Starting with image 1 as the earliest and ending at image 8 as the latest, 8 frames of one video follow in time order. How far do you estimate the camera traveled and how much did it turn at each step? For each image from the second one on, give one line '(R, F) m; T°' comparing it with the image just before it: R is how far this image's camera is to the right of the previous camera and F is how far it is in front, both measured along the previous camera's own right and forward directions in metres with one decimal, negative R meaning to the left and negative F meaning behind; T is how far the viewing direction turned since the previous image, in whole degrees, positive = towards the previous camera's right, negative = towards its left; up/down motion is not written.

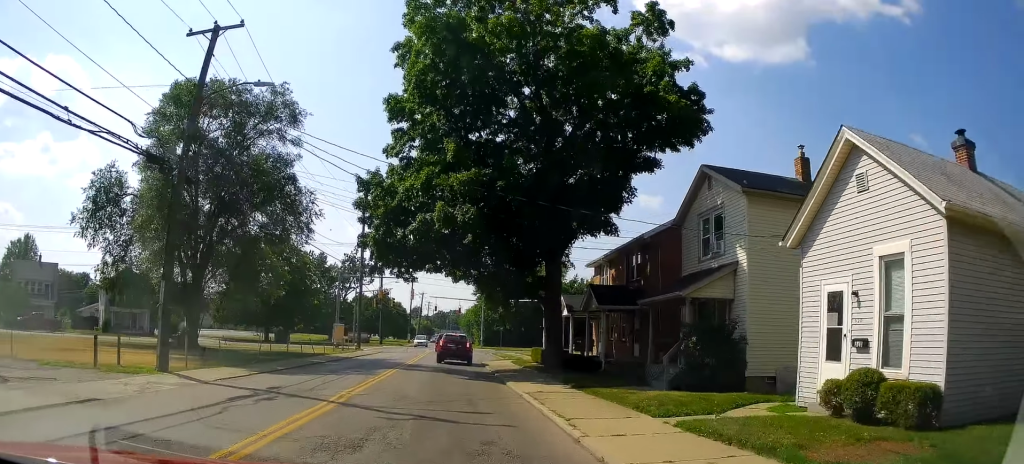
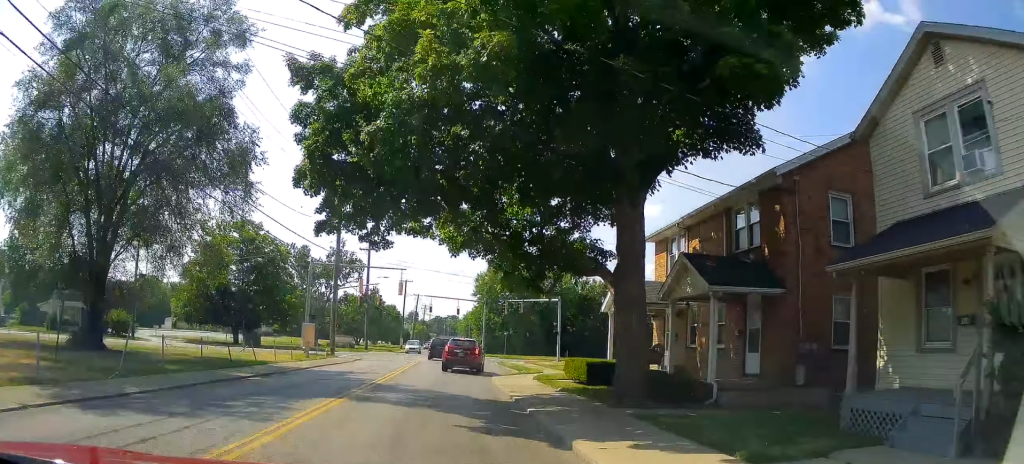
(0.0, +13.3) m; +1°
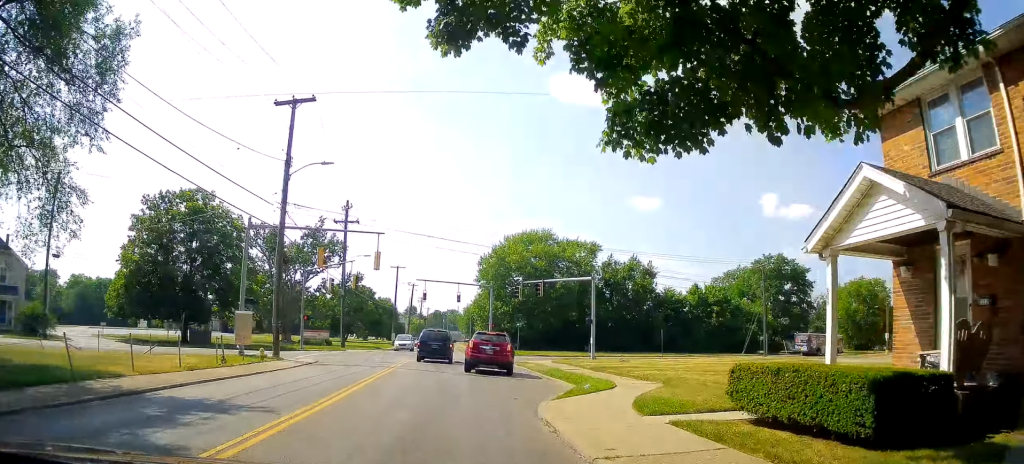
(+0.6, +17.8) m; +2°
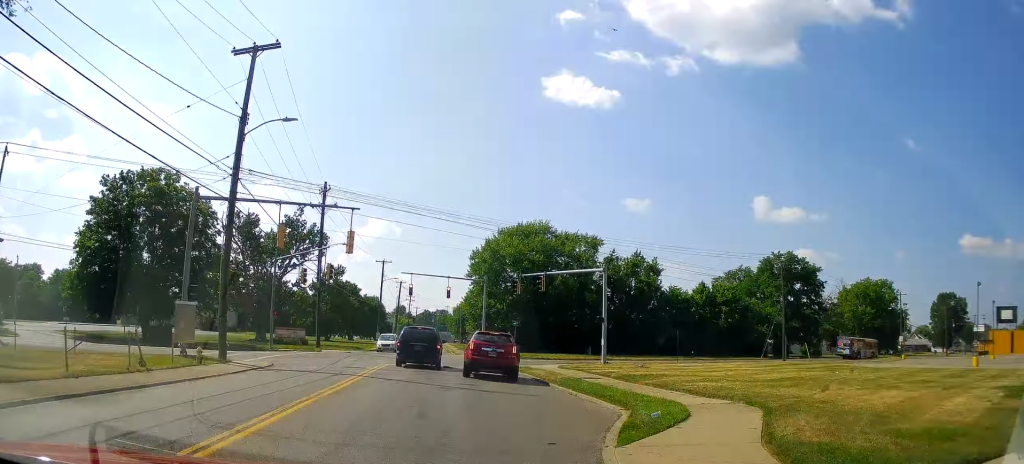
(0.0, +7.7) m; +2°
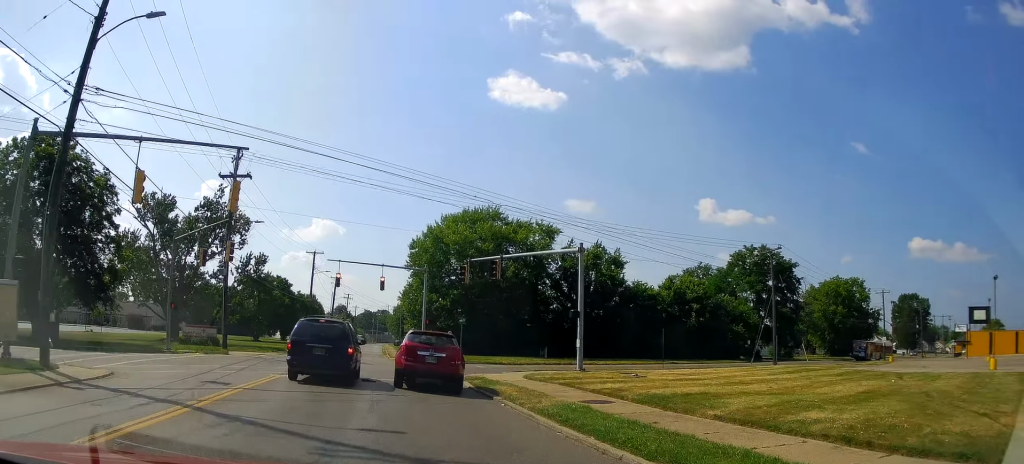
(+0.4, +11.6) m; +5°
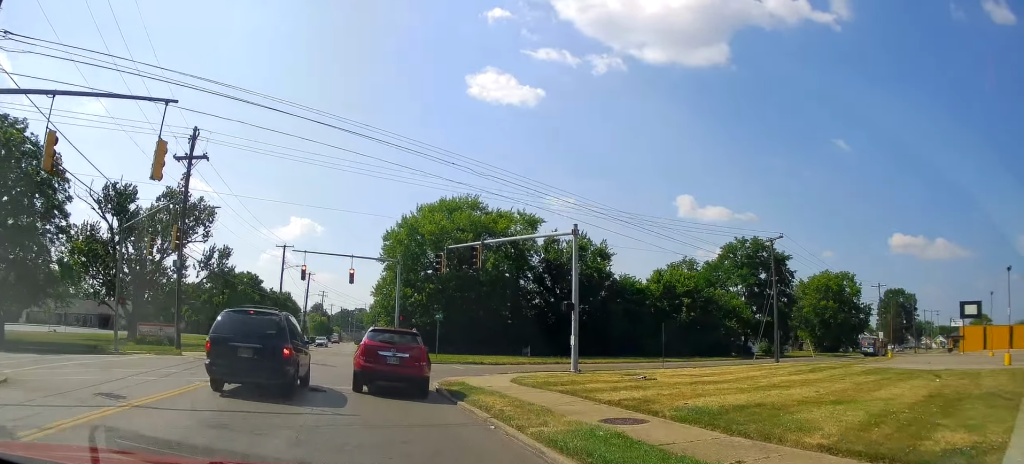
(+0.4, +5.9) m; +2°
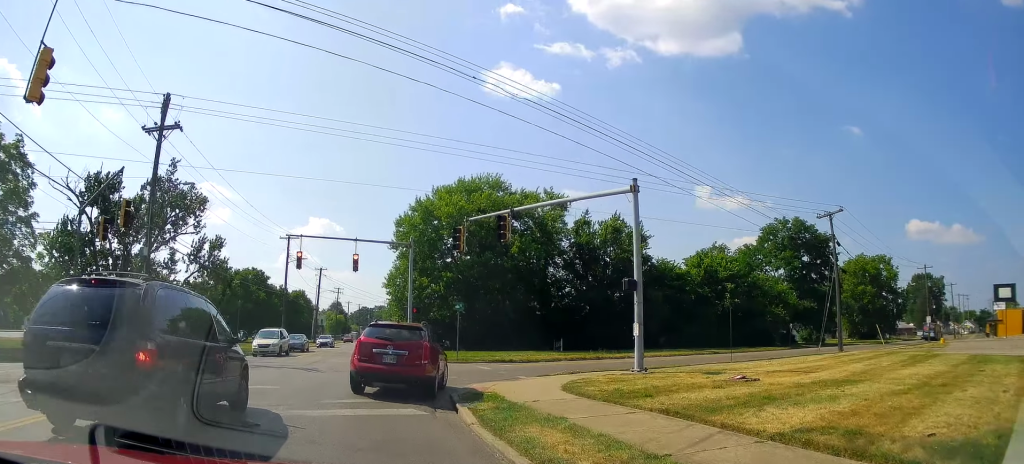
(-0.5, +10.1) m; -5°
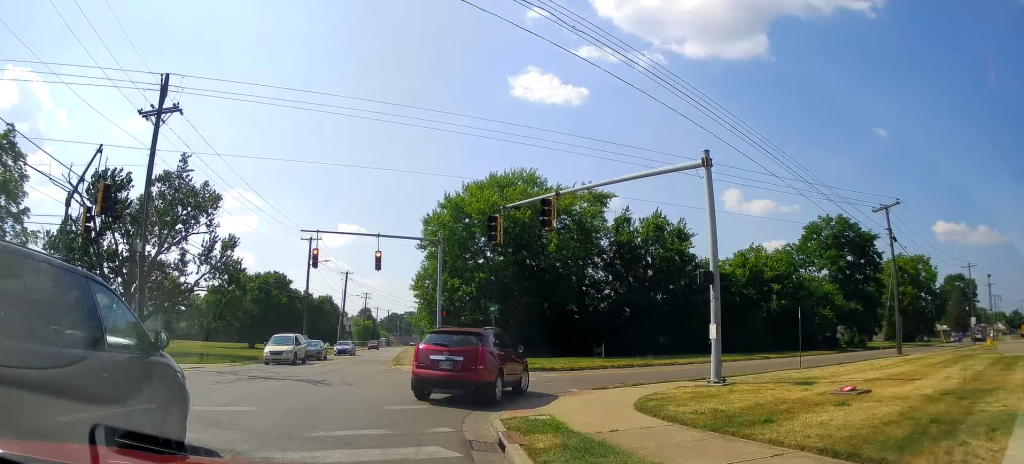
(-0.6, +6.2) m; +1°
